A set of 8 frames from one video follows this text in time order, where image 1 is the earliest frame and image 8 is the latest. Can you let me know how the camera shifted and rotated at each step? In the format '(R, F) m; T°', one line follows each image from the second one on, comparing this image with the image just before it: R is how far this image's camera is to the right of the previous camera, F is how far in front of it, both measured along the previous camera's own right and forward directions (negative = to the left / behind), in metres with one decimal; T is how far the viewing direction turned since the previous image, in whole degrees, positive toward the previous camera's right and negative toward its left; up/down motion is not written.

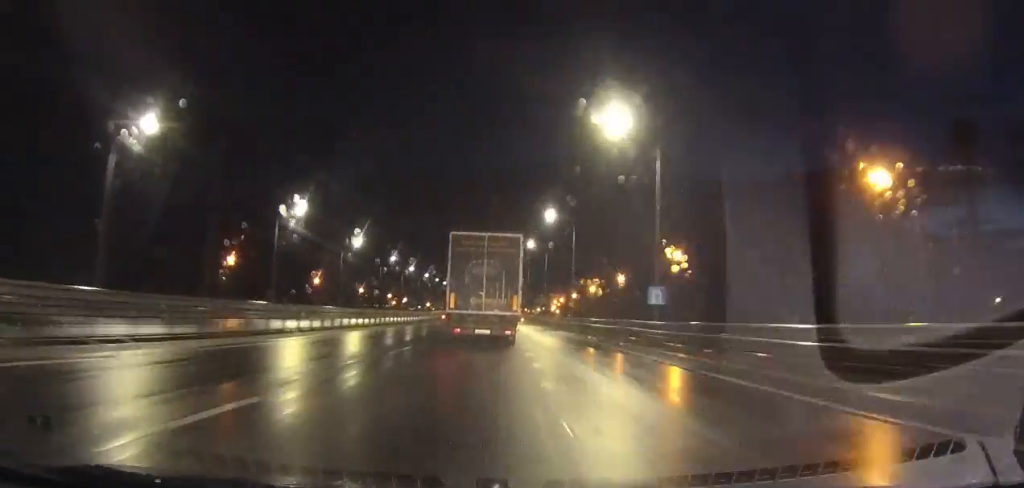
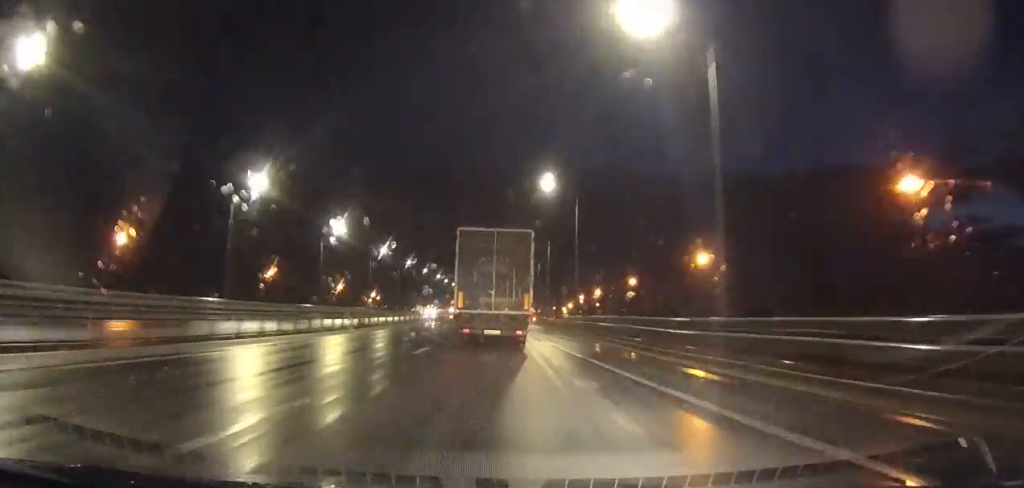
(-0.4, +71.6) m; 0°
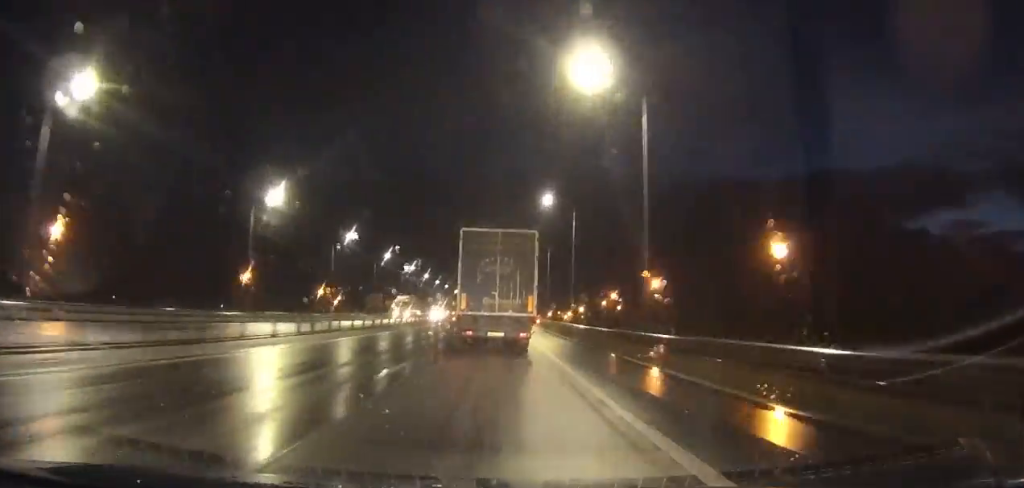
(-0.1, +52.4) m; 0°
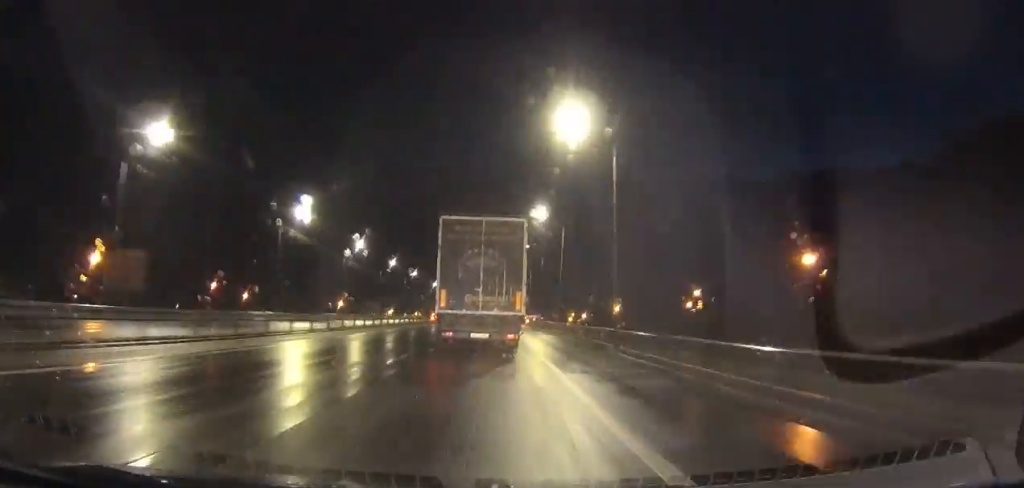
(+0.3, +81.2) m; 0°
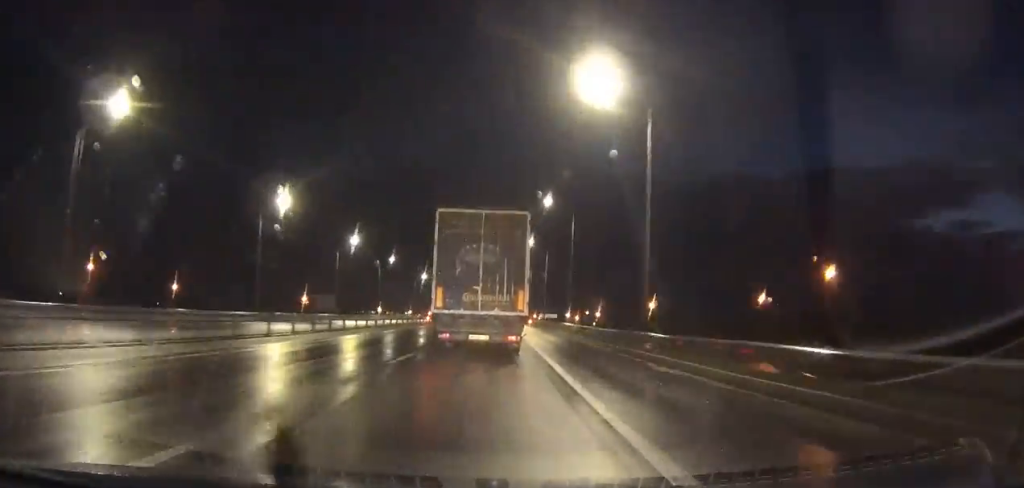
(-0.1, +37.7) m; 0°
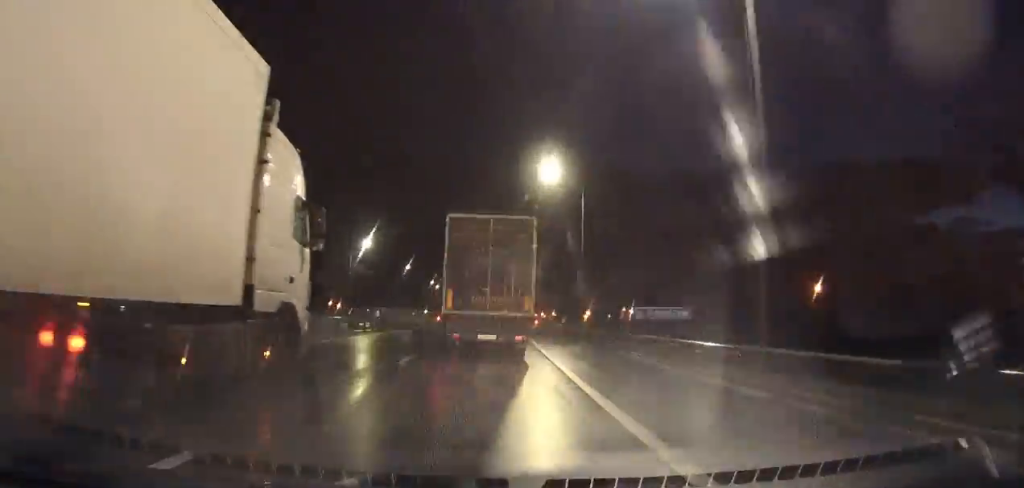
(-0.4, +78.2) m; 0°
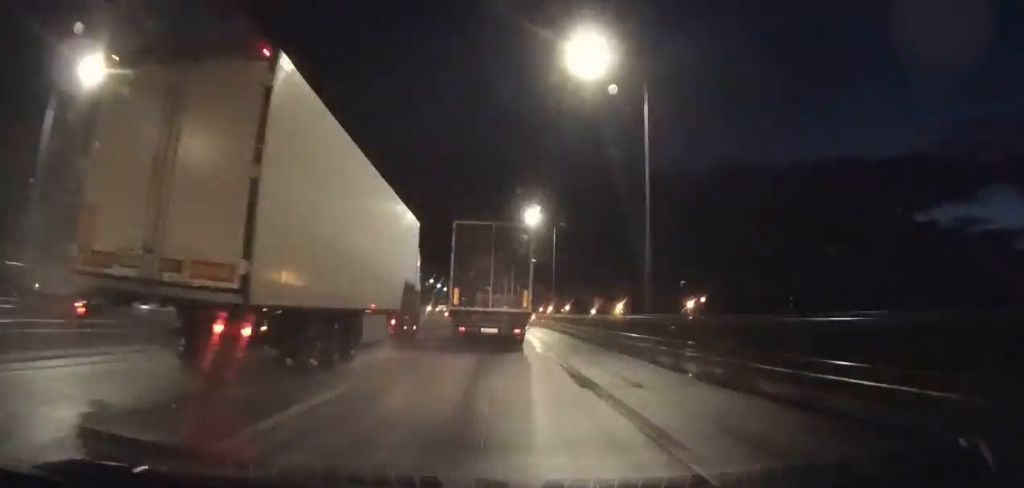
(+0.2, +71.7) m; 0°
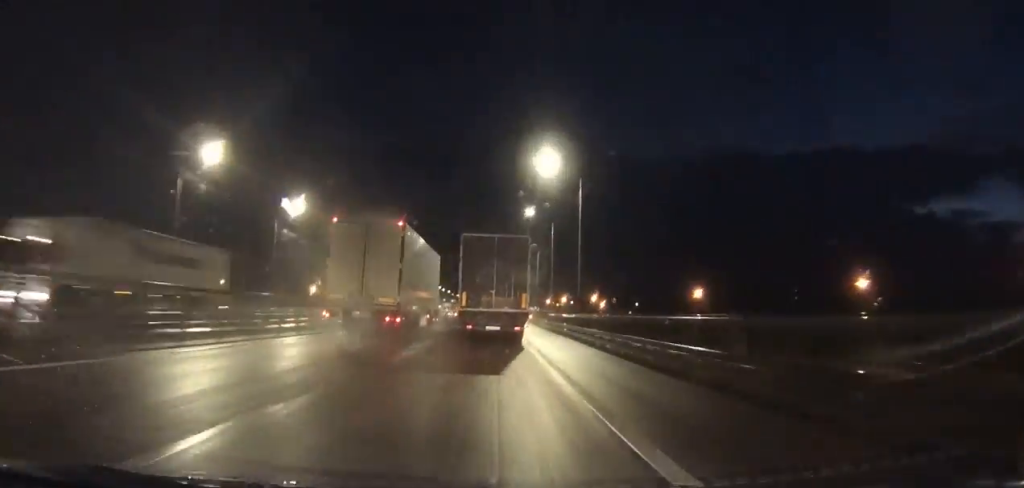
(0.0, +76.2) m; 0°
